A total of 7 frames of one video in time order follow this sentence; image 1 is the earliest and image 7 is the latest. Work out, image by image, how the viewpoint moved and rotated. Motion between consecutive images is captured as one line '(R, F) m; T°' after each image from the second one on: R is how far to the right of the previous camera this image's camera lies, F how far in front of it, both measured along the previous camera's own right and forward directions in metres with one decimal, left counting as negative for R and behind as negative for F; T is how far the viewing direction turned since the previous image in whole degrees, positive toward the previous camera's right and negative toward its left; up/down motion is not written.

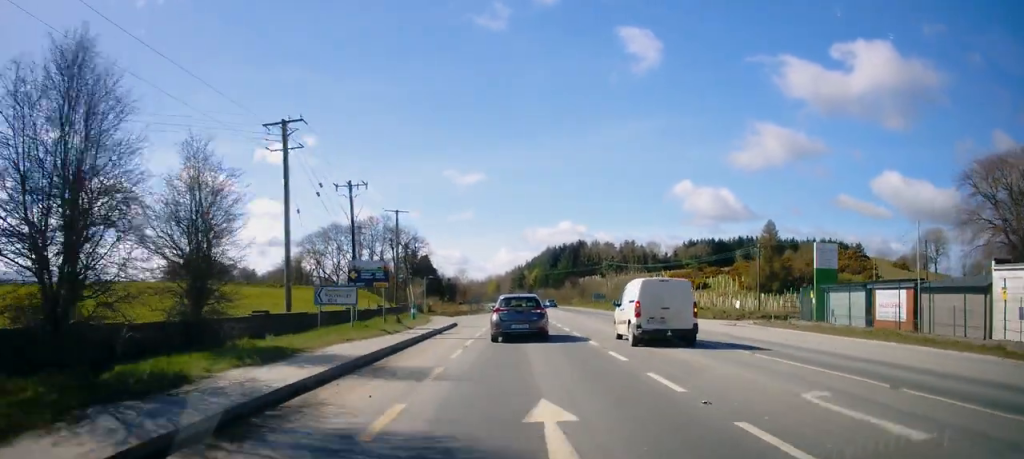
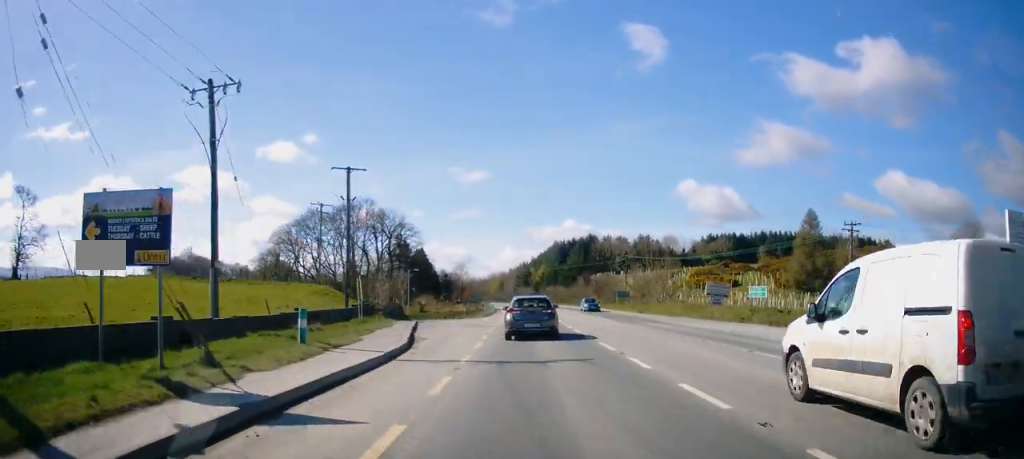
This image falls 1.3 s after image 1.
(+0.5, +17.8) m; +2°
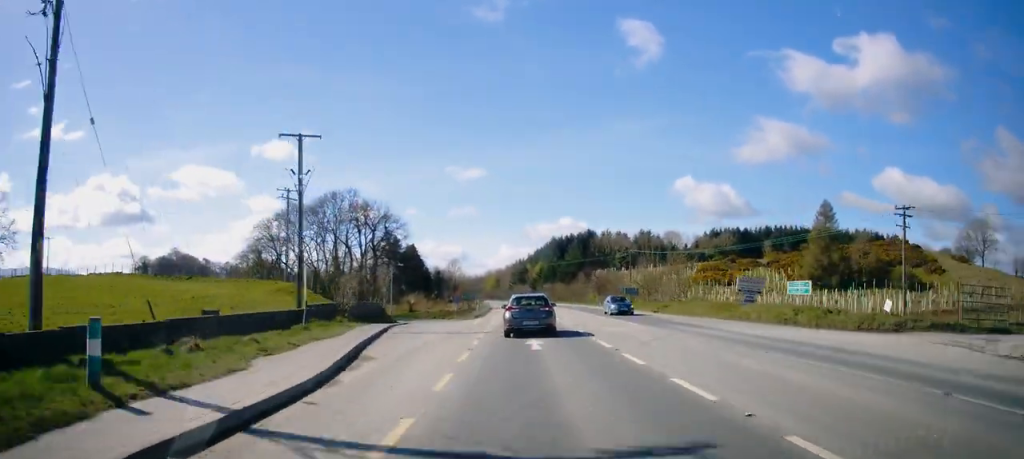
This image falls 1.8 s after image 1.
(+0.2, +7.7) m; 0°
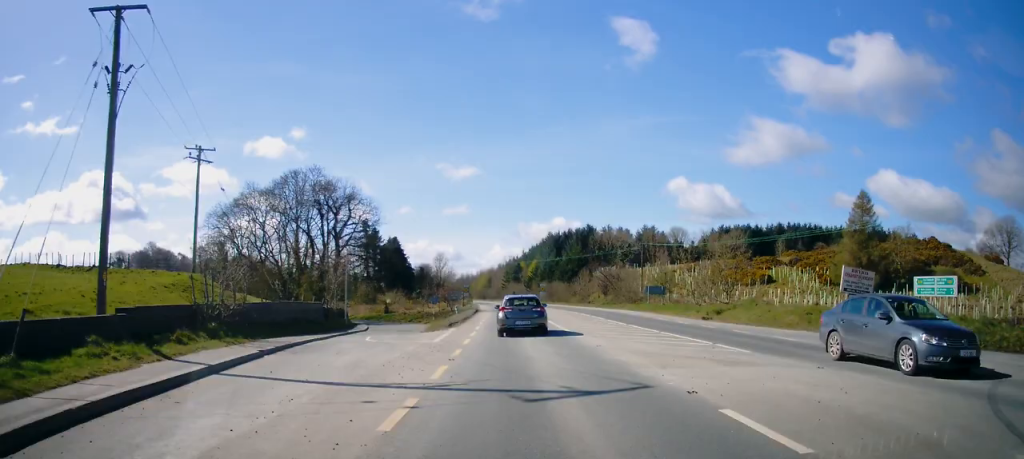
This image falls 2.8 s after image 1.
(-0.2, +14.7) m; -1°
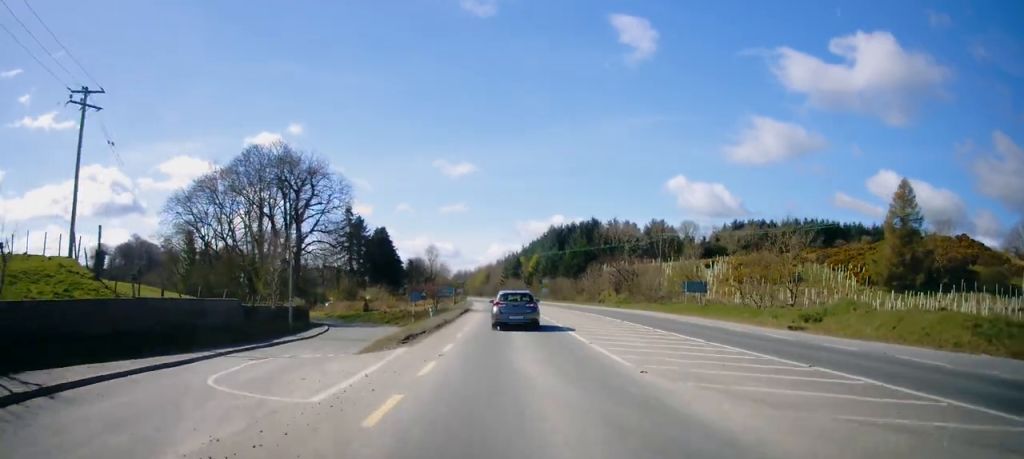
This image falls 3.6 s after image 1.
(0.0, +12.1) m; 0°
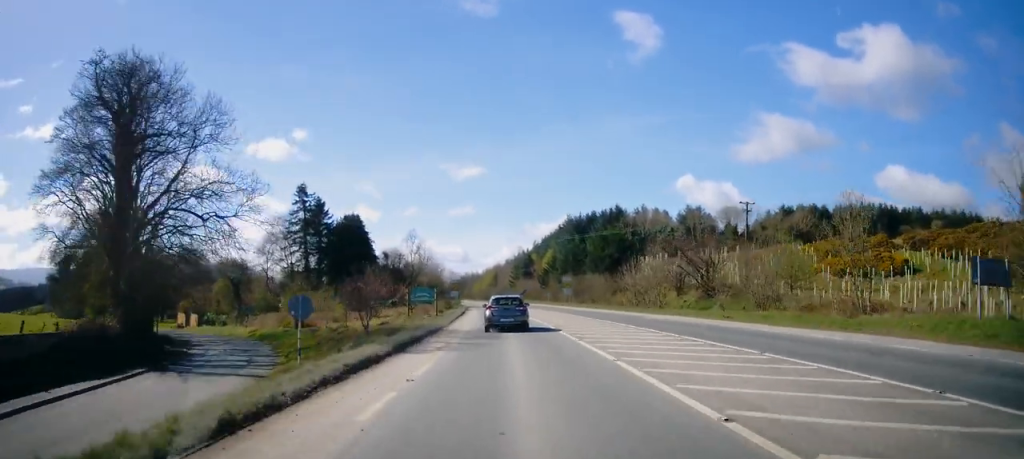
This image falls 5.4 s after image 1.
(0.0, +28.0) m; 0°
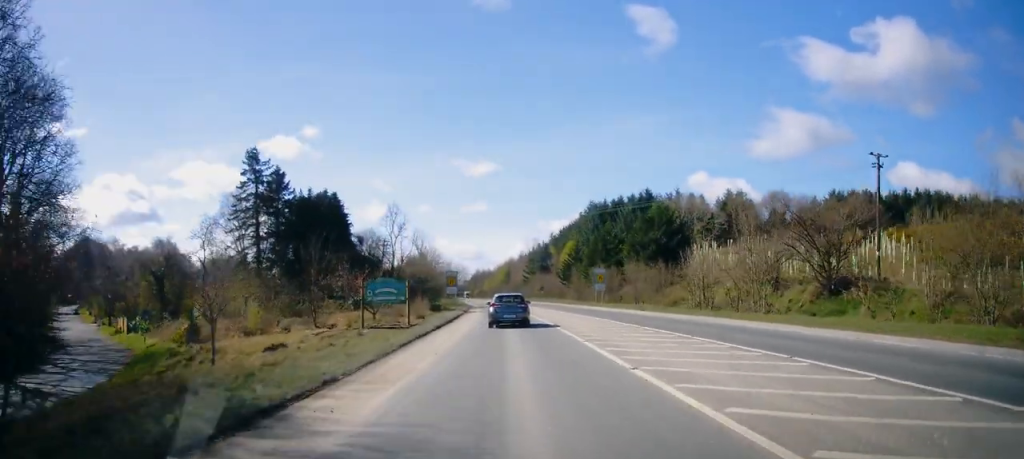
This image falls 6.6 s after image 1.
(-0.2, +19.8) m; -2°
